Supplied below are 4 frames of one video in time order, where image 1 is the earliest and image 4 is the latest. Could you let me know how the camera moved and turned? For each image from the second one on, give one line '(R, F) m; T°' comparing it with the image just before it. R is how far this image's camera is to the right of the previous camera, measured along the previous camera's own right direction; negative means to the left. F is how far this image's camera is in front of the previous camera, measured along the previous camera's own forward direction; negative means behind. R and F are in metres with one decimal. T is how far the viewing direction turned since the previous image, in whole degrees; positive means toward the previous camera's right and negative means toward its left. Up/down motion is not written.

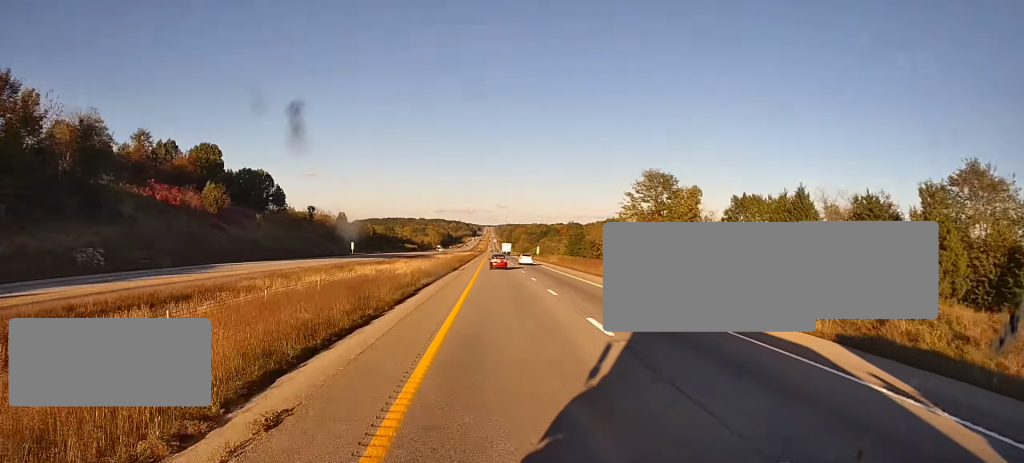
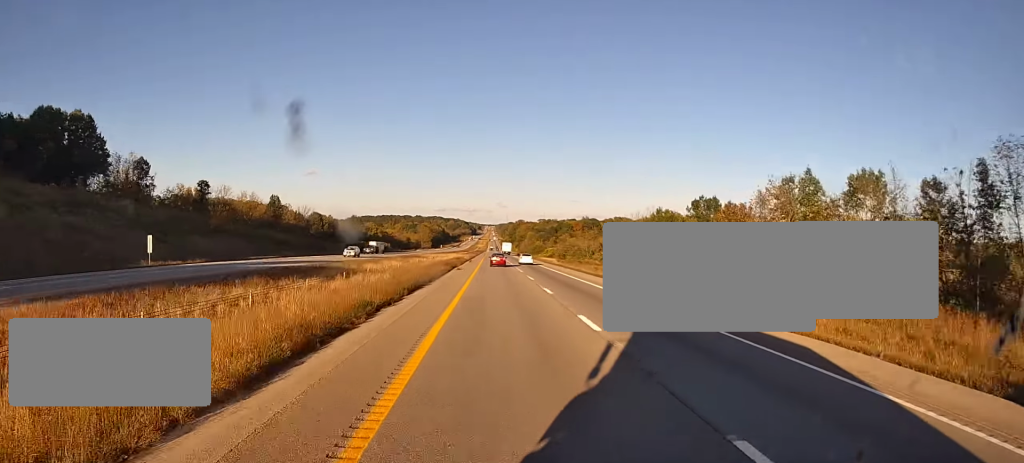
(+1.2, +82.9) m; +1°
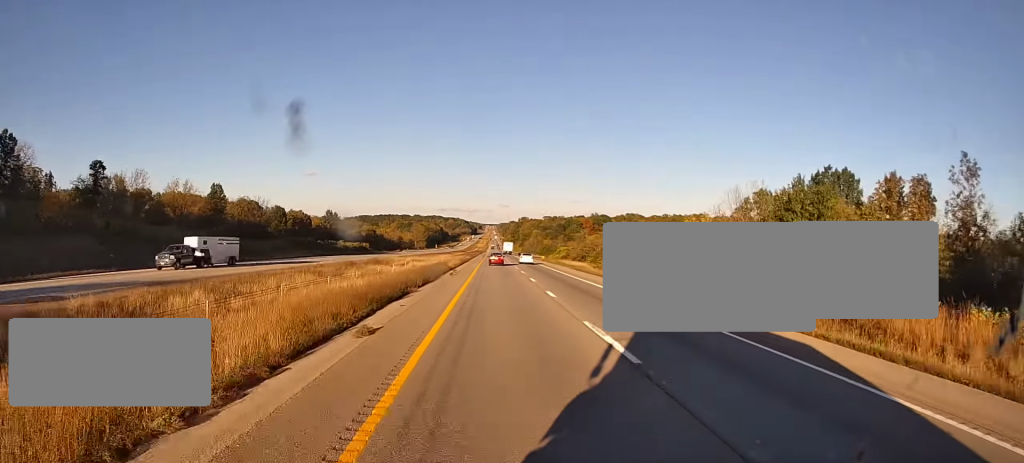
(+0.3, +40.3) m; 0°
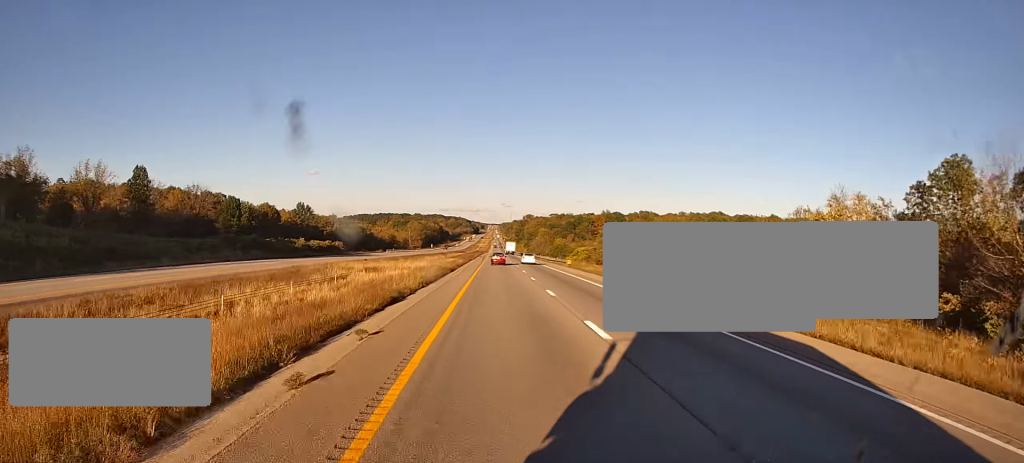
(-0.3, +35.0) m; -1°
